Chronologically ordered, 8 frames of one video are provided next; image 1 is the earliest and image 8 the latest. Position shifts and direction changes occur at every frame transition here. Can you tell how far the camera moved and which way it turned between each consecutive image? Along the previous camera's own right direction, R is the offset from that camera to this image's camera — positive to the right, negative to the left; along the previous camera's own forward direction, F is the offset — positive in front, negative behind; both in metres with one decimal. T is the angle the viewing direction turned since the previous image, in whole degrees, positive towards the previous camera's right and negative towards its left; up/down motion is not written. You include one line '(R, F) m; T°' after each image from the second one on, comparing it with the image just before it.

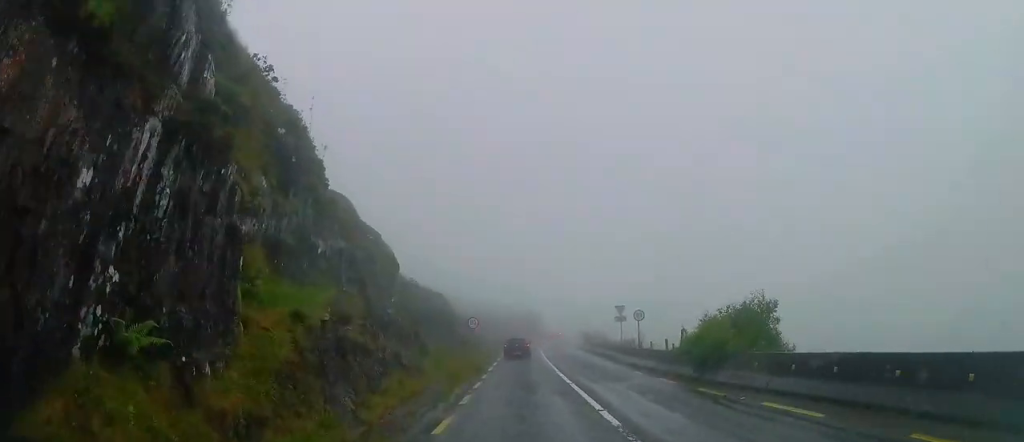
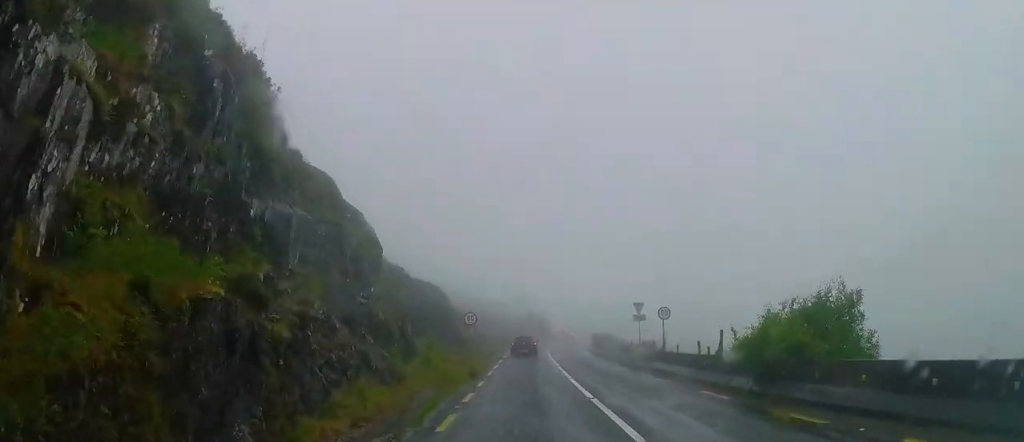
(0.0, +4.4) m; +1°
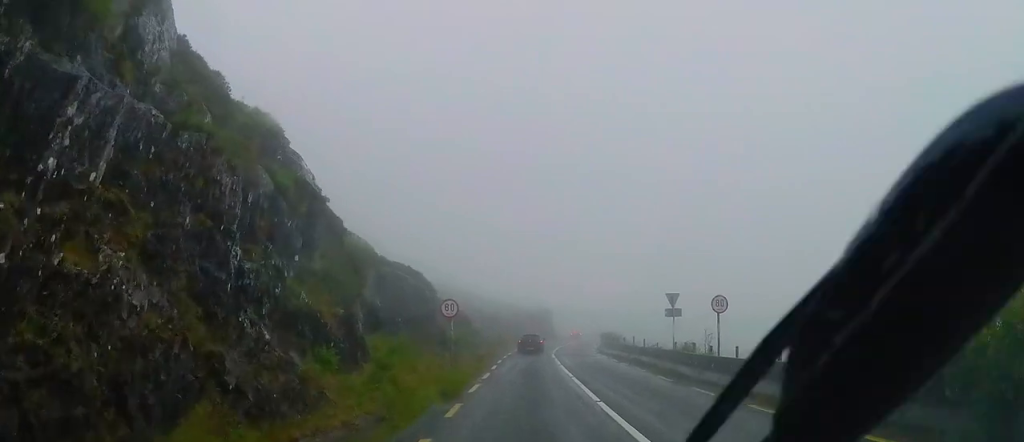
(+0.1, +7.3) m; +1°
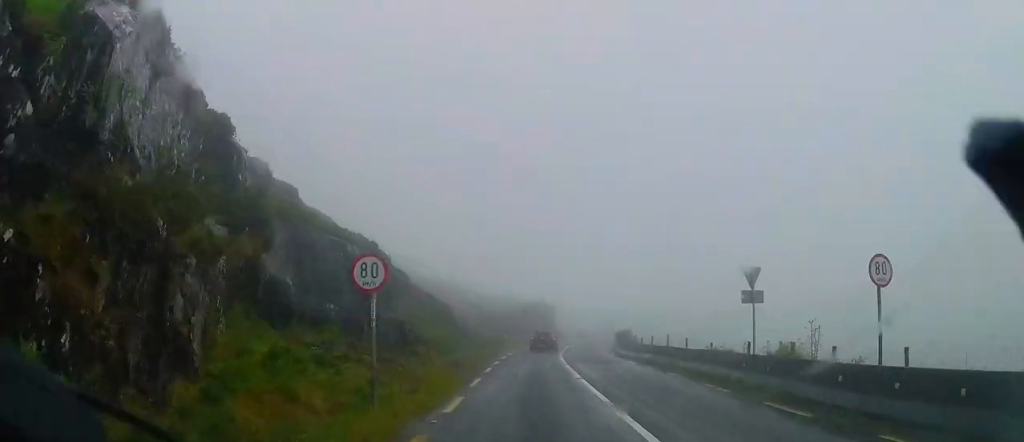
(0.0, +9.1) m; -2°
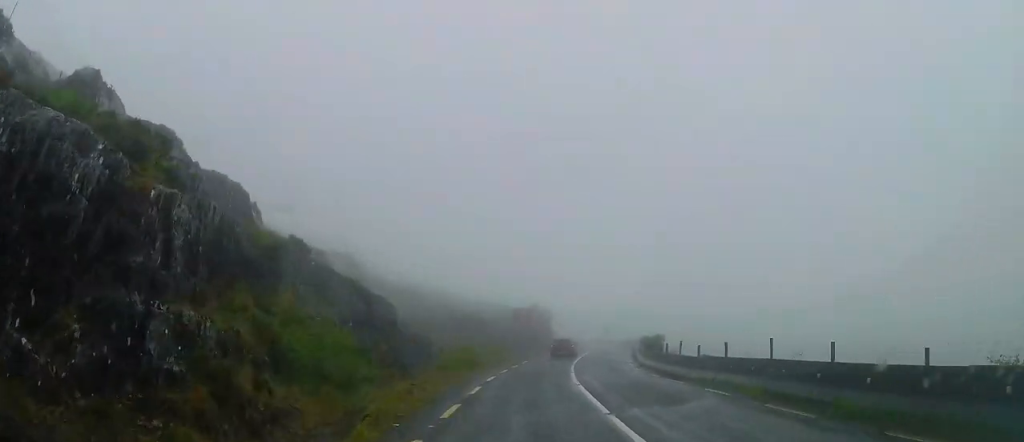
(-0.5, +13.2) m; -4°
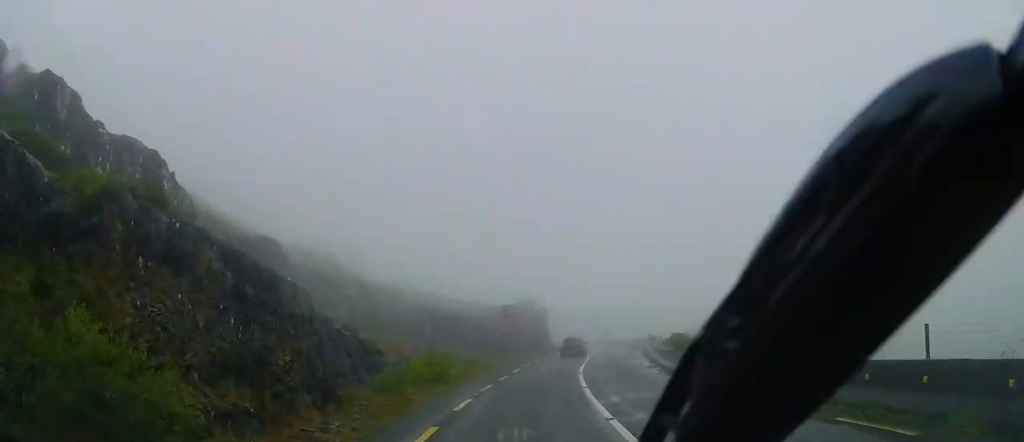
(0.0, +7.3) m; +2°
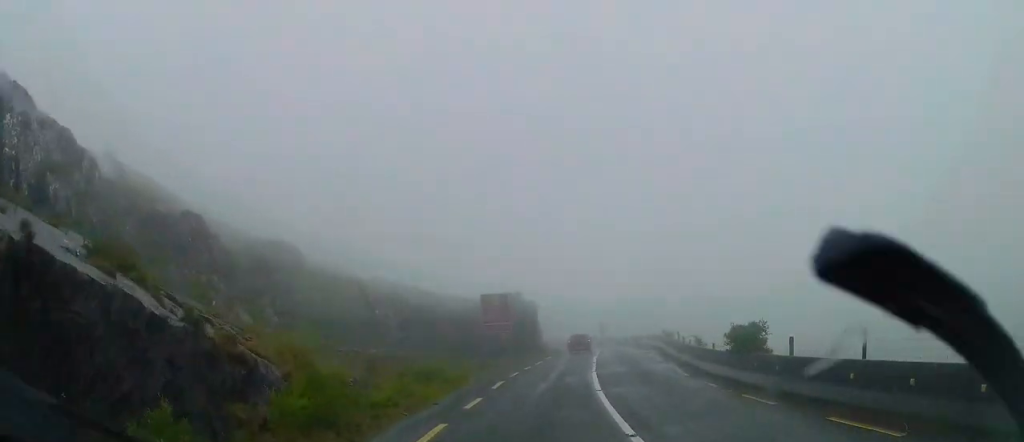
(+0.2, +8.6) m; +3°
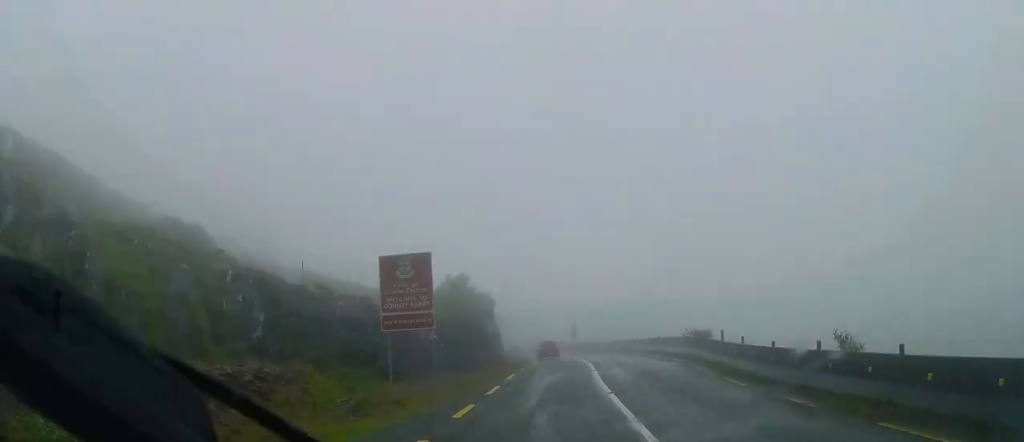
(+0.4, +14.6) m; +2°
